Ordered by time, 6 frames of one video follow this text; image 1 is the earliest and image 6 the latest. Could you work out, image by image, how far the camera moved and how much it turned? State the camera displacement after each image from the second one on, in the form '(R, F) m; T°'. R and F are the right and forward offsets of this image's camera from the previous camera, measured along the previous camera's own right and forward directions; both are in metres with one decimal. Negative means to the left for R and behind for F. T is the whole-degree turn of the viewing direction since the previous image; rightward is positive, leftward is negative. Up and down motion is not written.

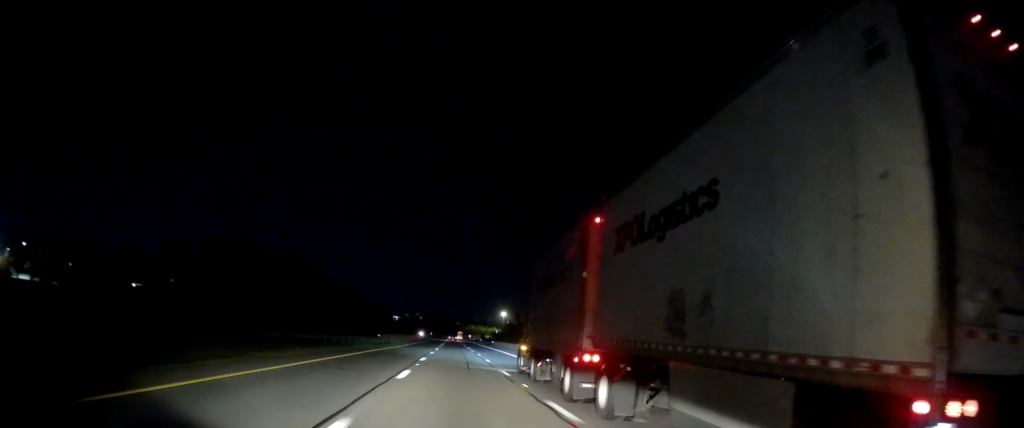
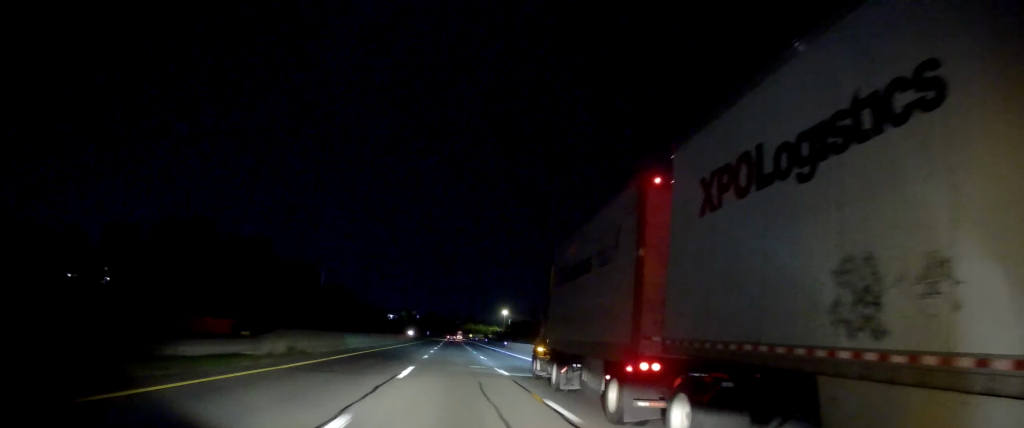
(+0.6, +36.3) m; 0°
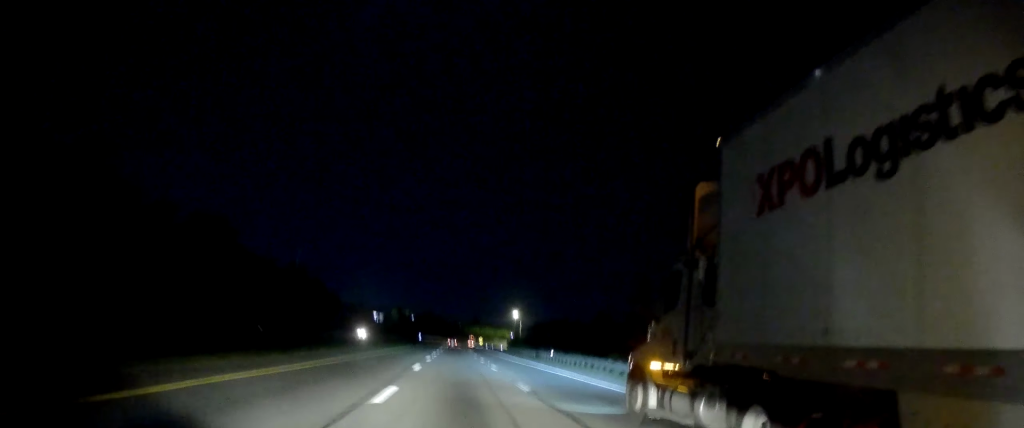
(+0.1, +107.3) m; 0°
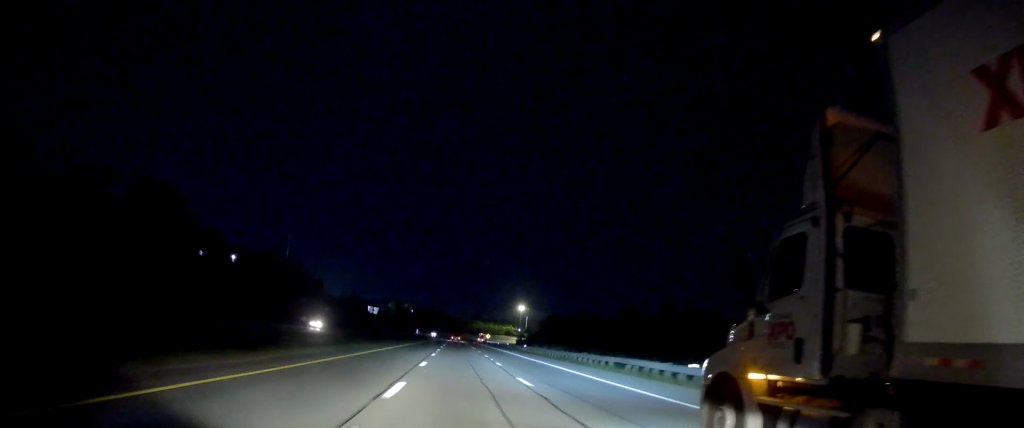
(-0.1, +35.7) m; -1°
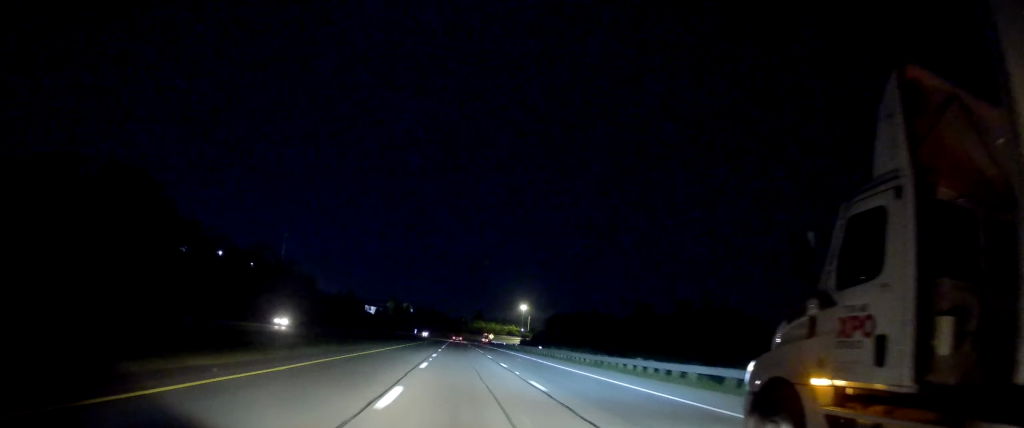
(-0.2, +14.0) m; 0°
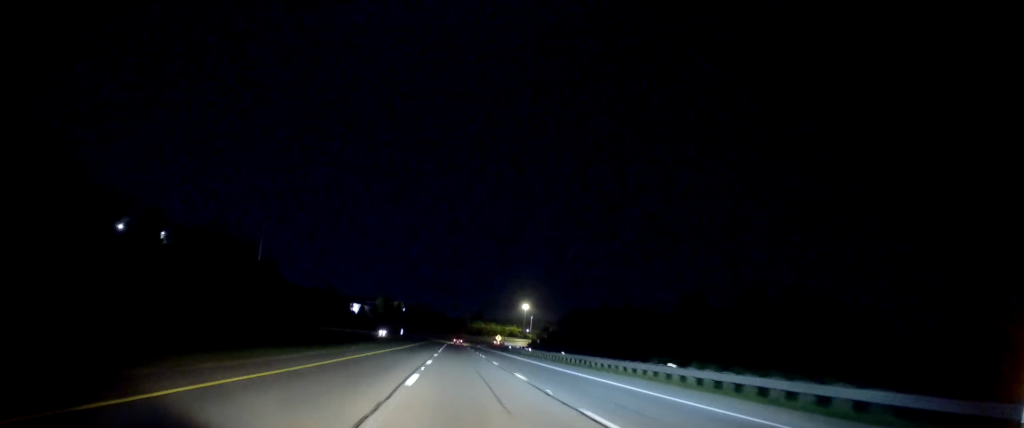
(+0.3, +44.9) m; +1°
